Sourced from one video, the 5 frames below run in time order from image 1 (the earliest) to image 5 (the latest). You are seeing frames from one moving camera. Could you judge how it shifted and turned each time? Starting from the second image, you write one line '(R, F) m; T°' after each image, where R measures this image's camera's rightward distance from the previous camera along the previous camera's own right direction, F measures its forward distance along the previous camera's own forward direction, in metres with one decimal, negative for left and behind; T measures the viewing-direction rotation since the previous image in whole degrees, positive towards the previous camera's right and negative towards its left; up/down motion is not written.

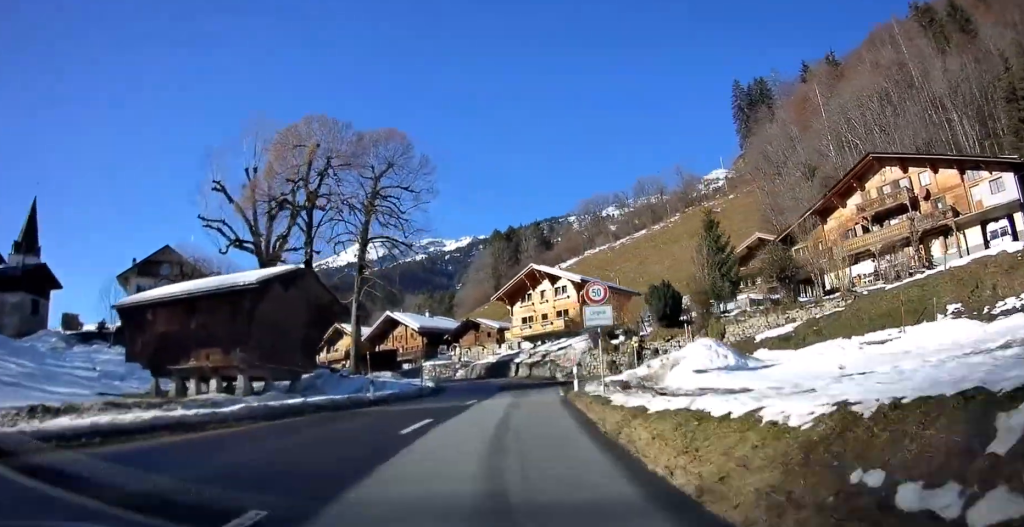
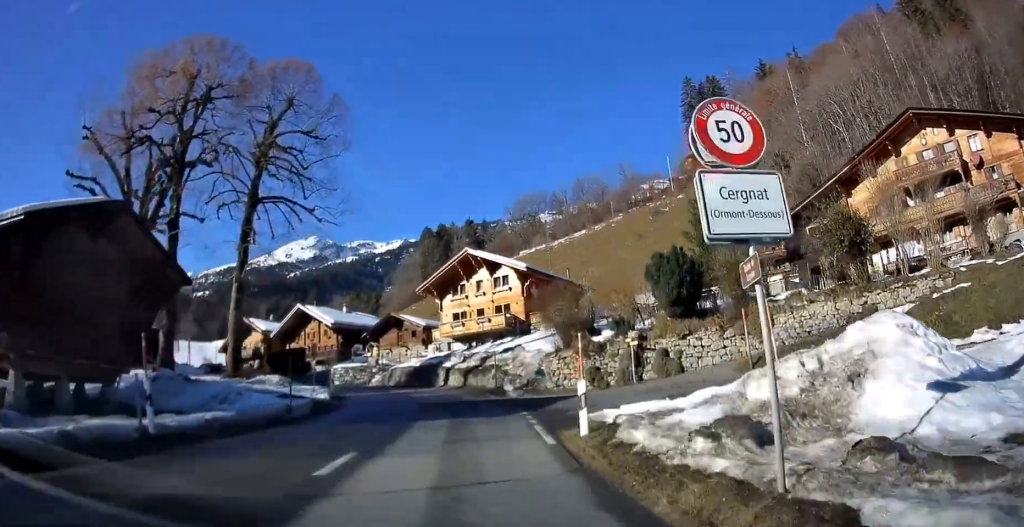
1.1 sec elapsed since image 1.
(+1.4, +11.9) m; +8°
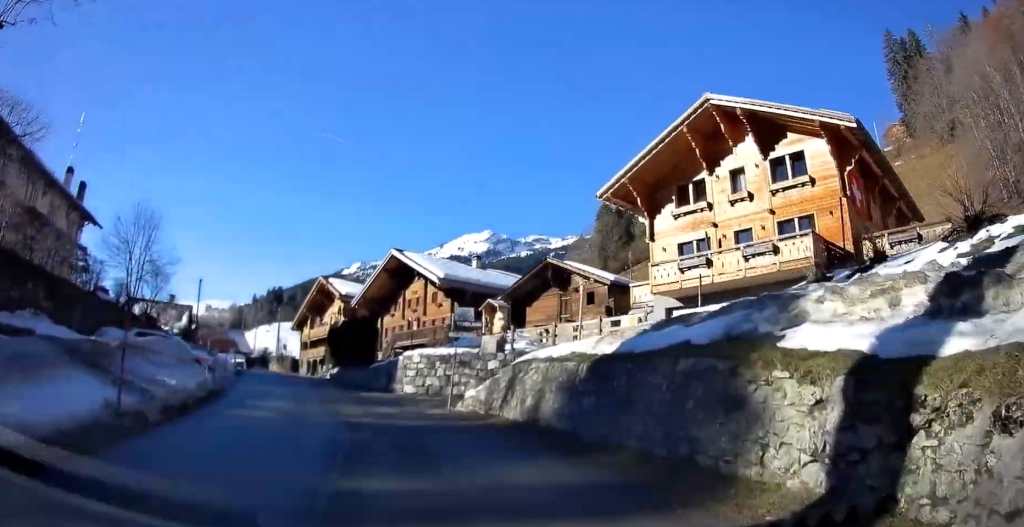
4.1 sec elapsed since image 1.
(-1.5, +33.2) m; -11°
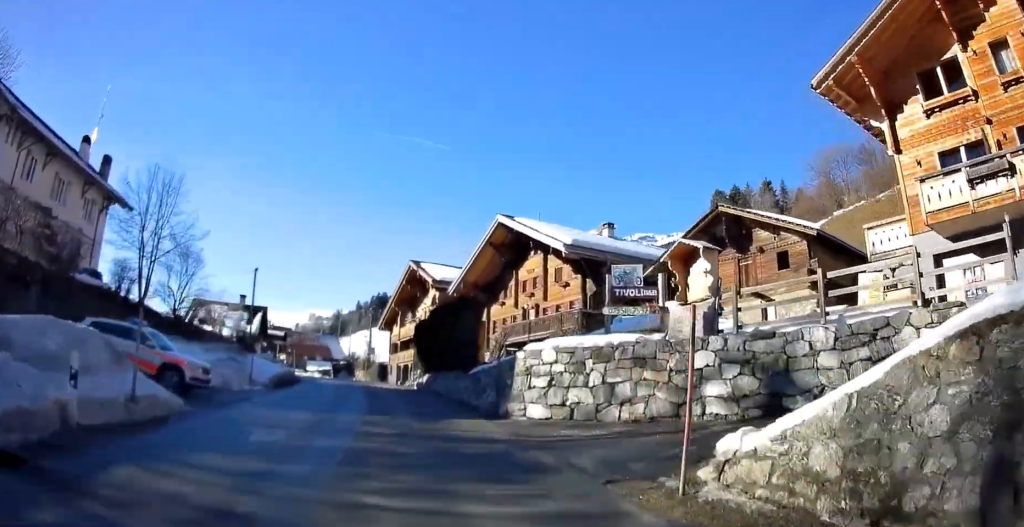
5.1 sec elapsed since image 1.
(-0.5, +11.2) m; -9°
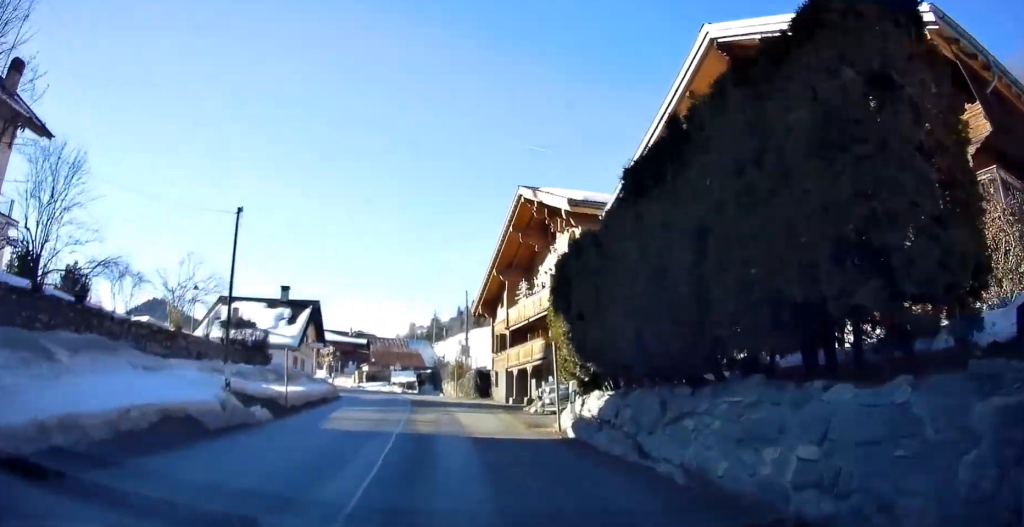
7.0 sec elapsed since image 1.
(-3.2, +20.4) m; -13°
